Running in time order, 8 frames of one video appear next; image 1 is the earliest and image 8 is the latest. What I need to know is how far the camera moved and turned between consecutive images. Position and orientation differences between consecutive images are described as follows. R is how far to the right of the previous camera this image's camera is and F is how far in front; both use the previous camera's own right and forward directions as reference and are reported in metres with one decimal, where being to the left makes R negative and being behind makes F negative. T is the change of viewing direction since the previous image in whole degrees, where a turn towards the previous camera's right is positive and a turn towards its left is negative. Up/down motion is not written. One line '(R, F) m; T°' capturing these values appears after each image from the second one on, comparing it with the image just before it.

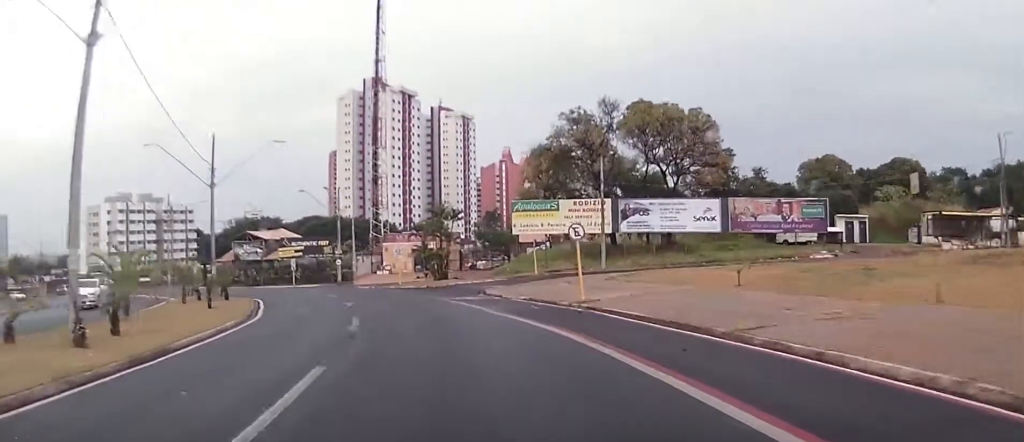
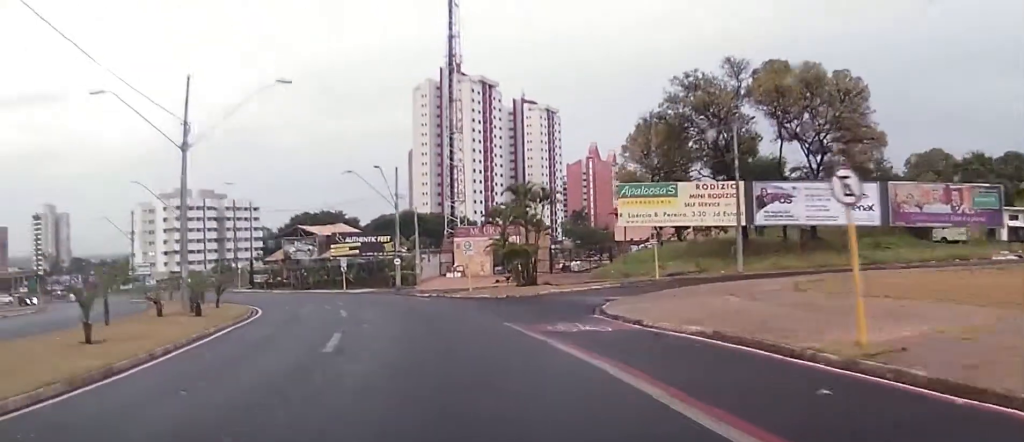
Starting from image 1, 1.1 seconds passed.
(-1.0, +13.0) m; -6°
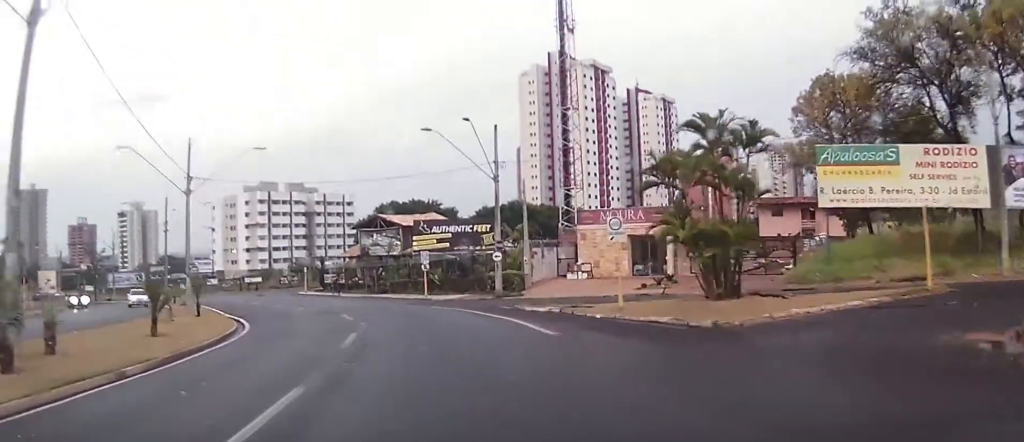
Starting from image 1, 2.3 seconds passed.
(-0.7, +14.5) m; -7°
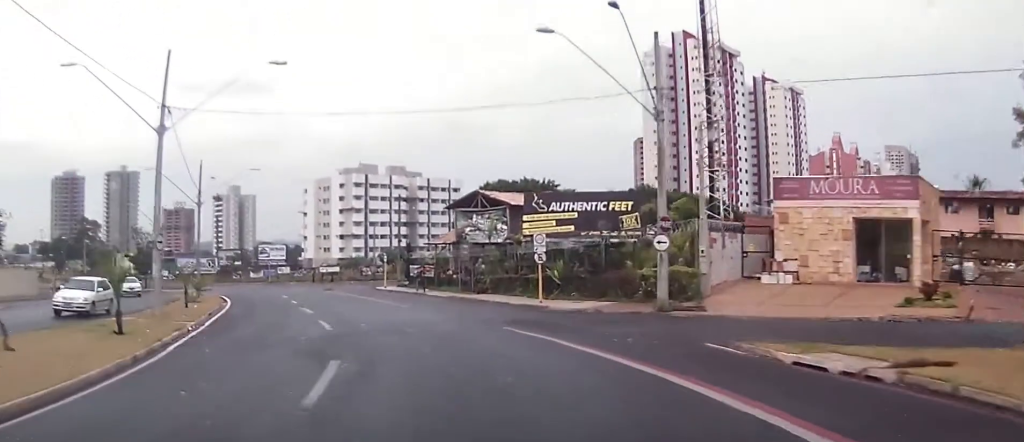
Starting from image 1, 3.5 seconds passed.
(-0.9, +12.4) m; -7°
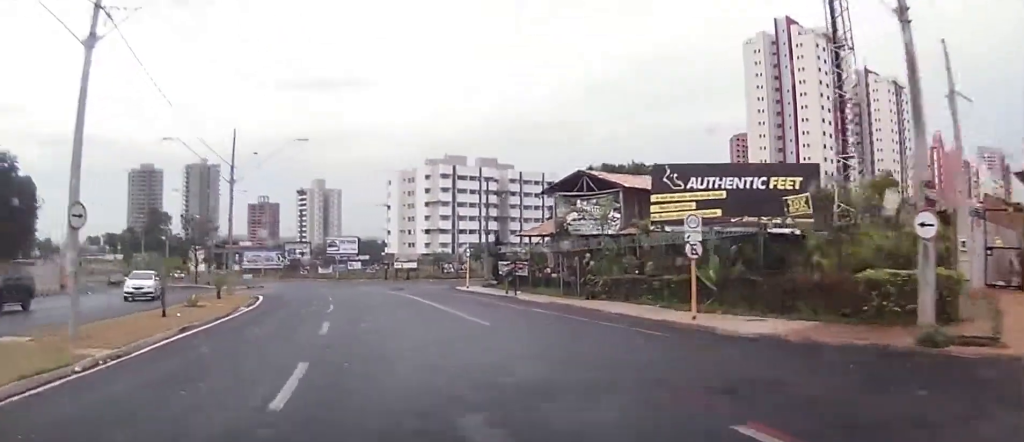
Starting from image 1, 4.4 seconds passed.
(-0.3, +8.2) m; -5°
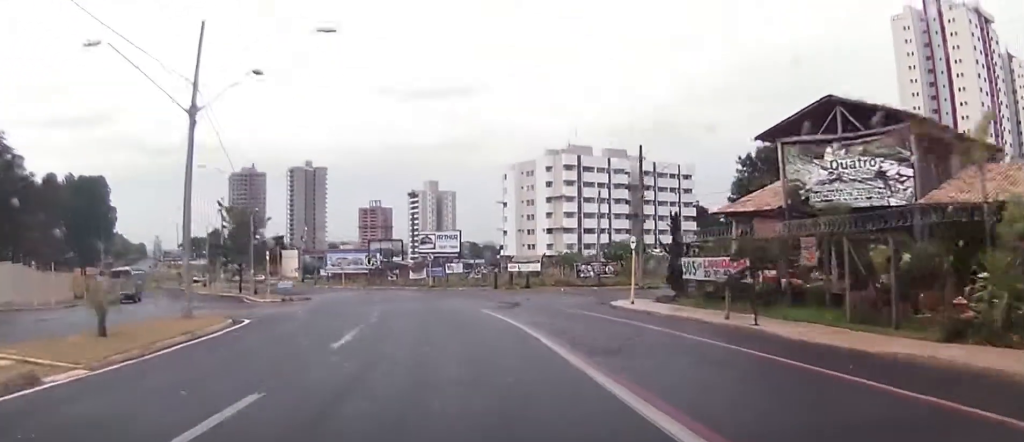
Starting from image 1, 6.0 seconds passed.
(-1.5, +16.5) m; -10°
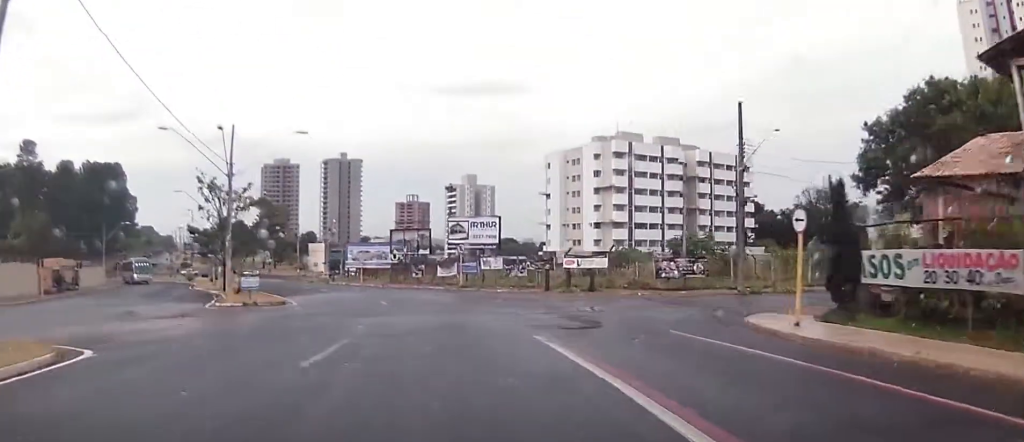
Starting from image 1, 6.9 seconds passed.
(-0.3, +10.4) m; -5°
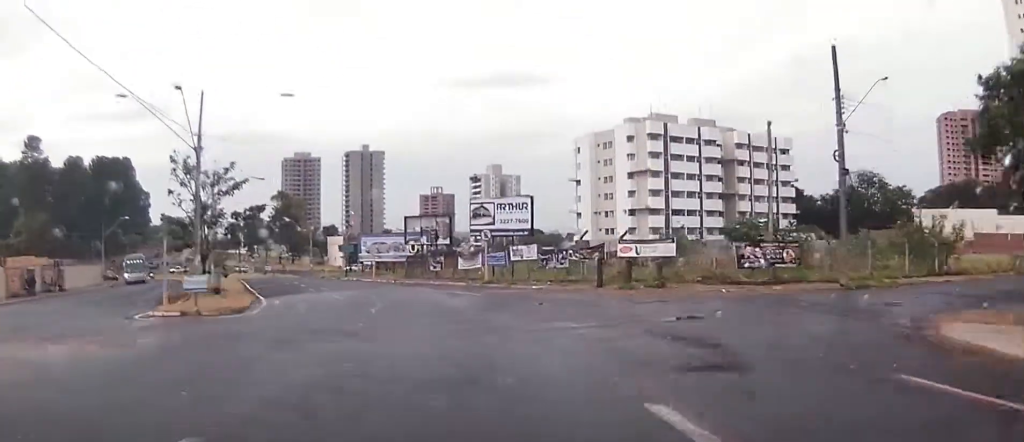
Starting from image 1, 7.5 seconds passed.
(-0.3, +7.3) m; -3°
